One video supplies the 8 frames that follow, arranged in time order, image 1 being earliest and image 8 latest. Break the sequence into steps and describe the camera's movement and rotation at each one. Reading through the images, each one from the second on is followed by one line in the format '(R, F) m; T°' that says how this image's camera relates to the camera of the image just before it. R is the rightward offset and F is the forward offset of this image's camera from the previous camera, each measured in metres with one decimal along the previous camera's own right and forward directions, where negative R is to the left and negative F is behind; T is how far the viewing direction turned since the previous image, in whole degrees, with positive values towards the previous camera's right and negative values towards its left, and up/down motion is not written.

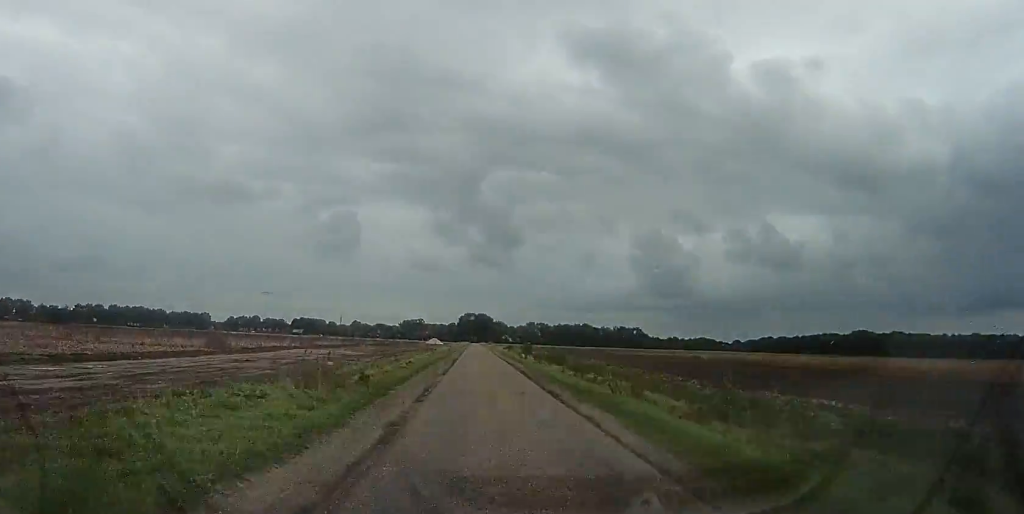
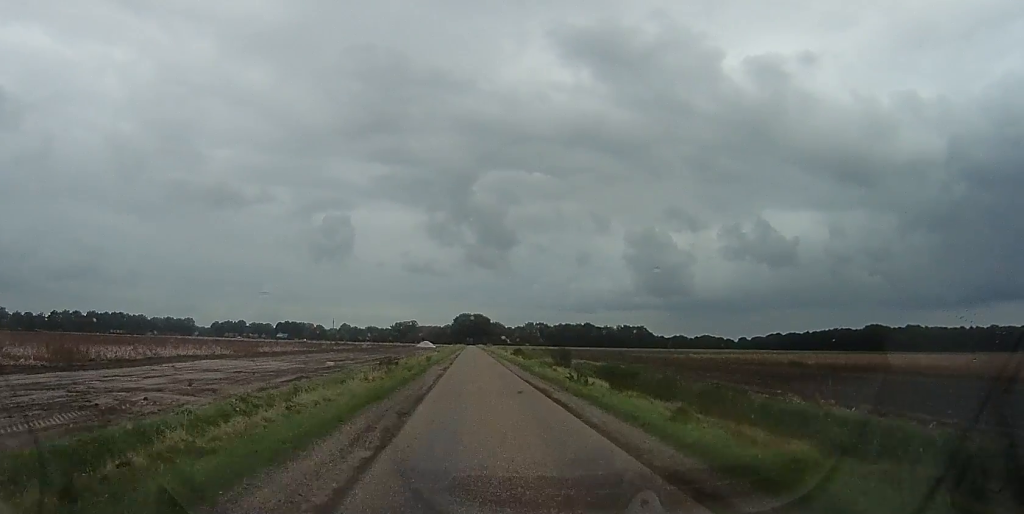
(0.0, +24.2) m; -1°
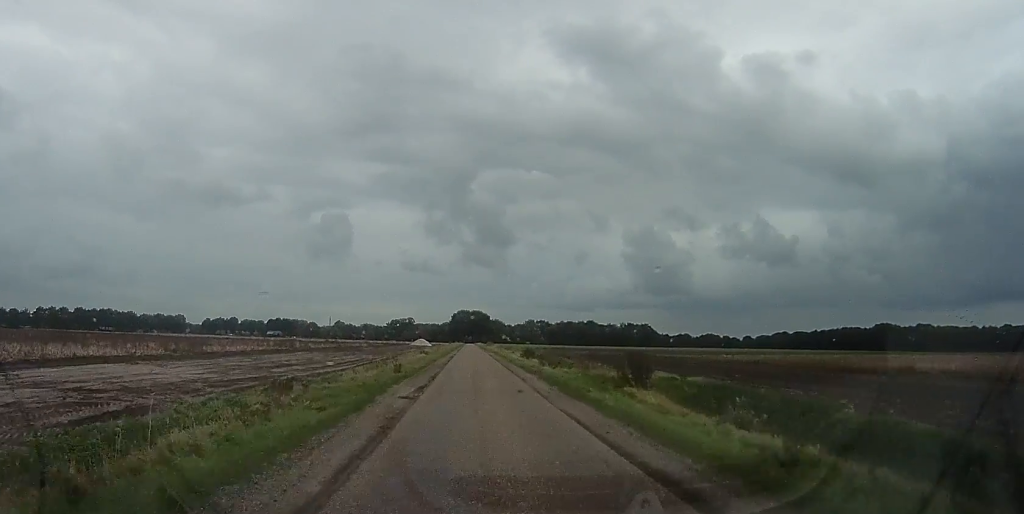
(-0.3, +14.8) m; -1°
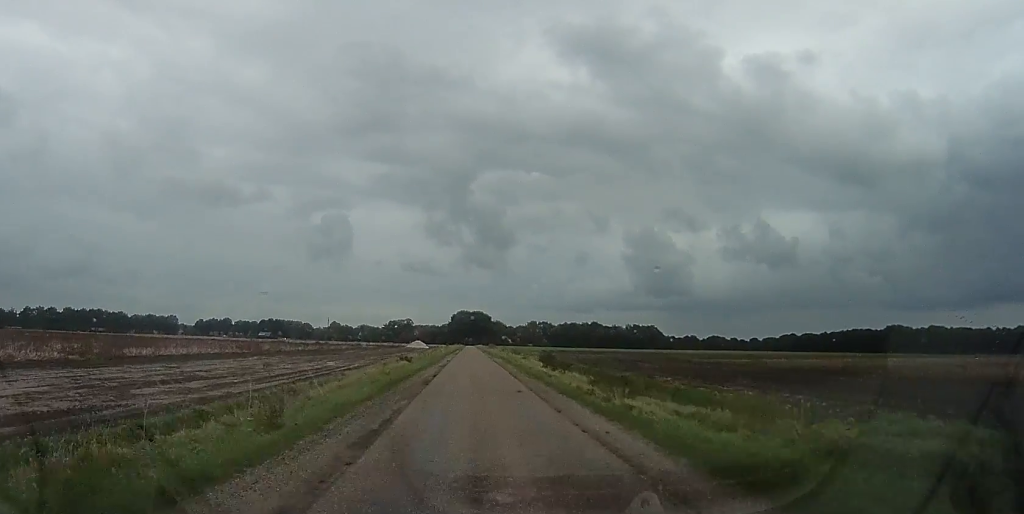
(-0.1, +14.2) m; 0°
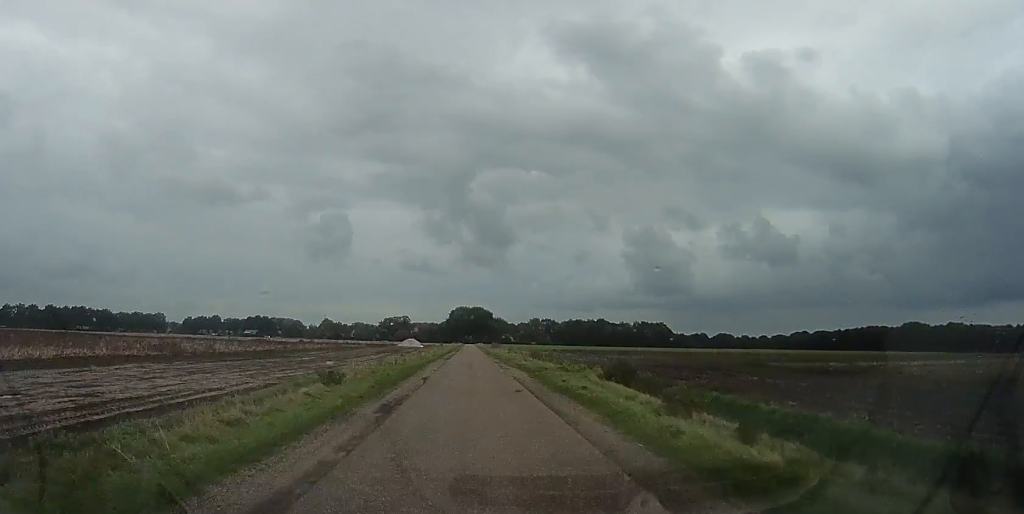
(0.0, +20.7) m; 0°
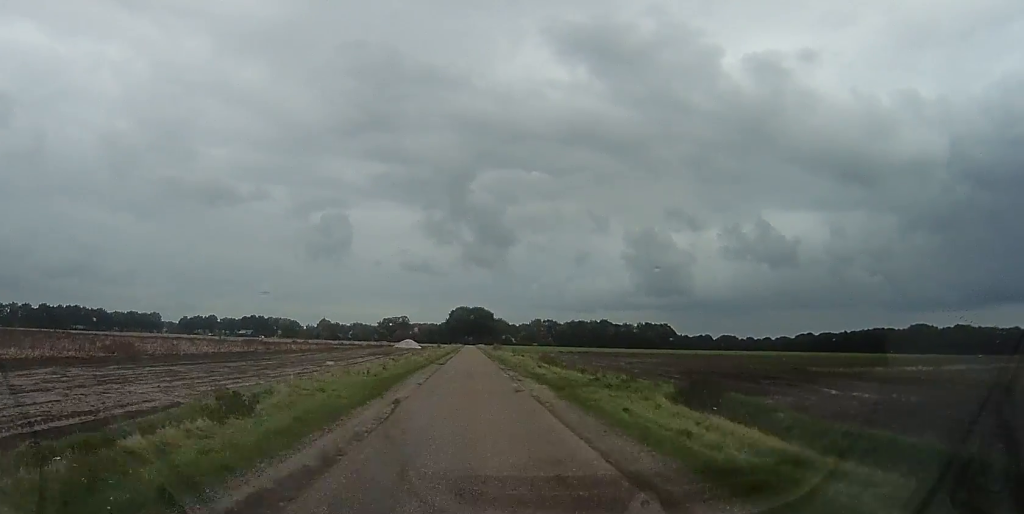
(0.0, +7.7) m; 0°
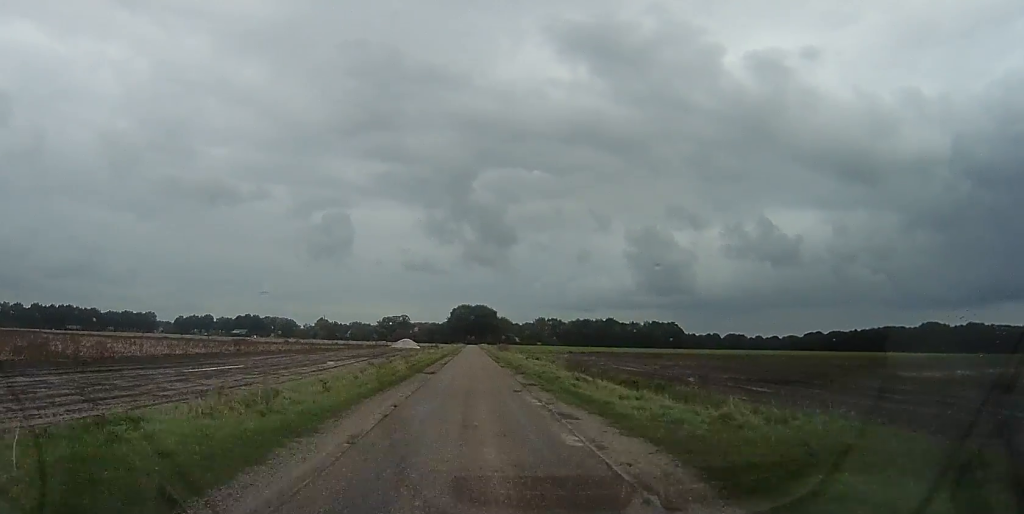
(-0.1, +10.7) m; +3°
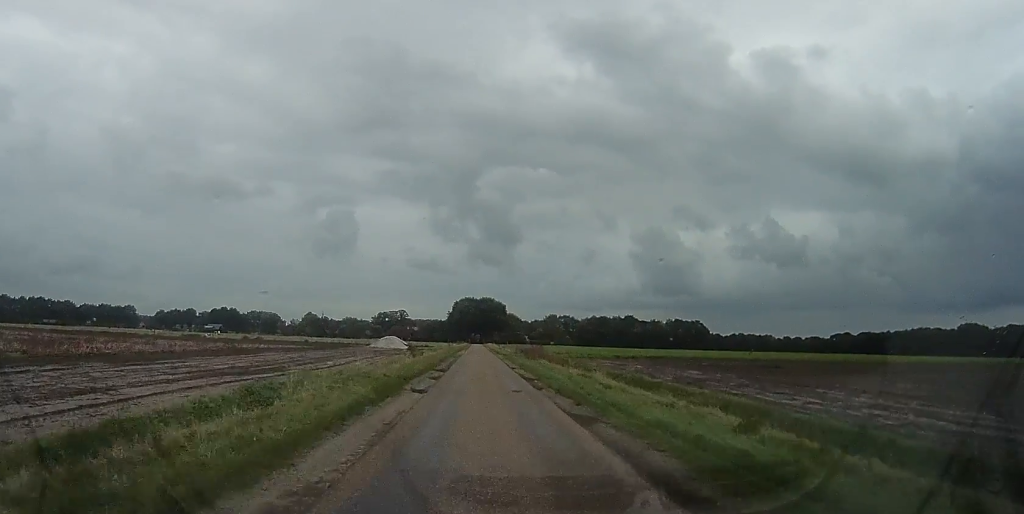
(+0.9, +35.8) m; -1°
